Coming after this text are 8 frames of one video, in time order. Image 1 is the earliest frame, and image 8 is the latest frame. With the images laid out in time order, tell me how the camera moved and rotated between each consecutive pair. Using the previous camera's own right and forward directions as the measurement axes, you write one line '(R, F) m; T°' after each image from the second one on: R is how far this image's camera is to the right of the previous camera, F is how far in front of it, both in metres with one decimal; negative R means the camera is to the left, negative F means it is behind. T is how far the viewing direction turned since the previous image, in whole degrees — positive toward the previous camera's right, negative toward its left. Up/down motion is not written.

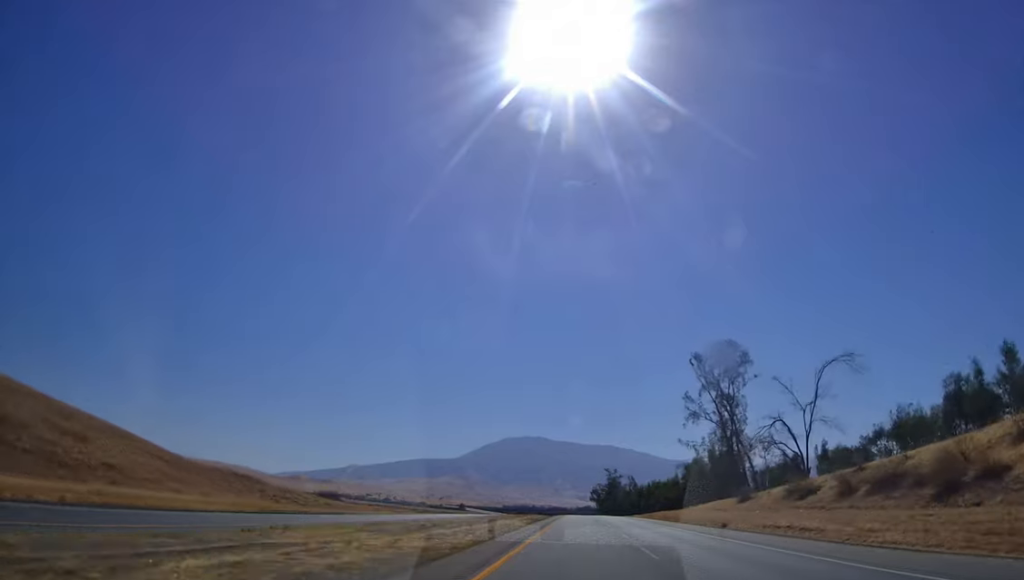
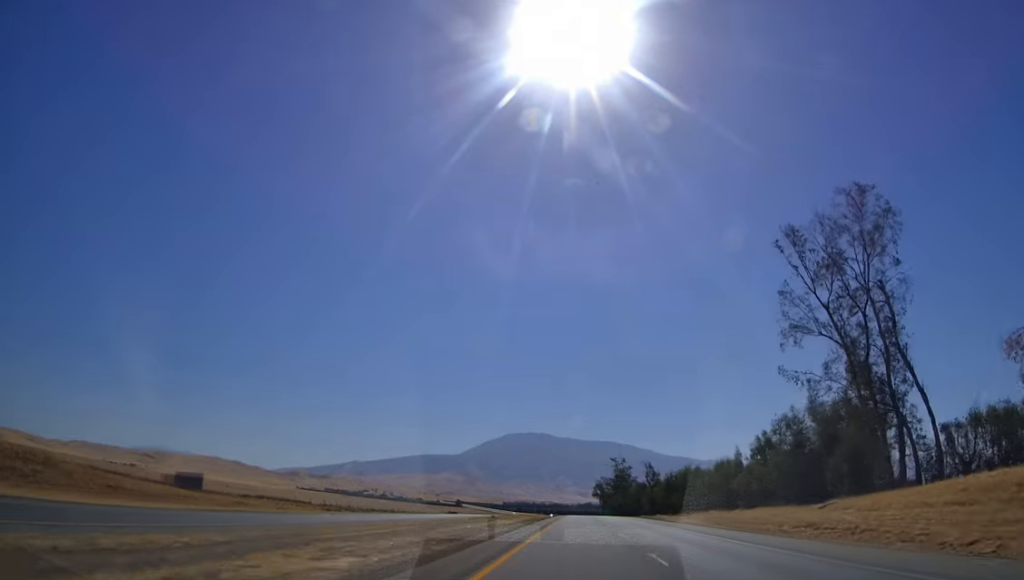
(+0.2, +47.5) m; 0°
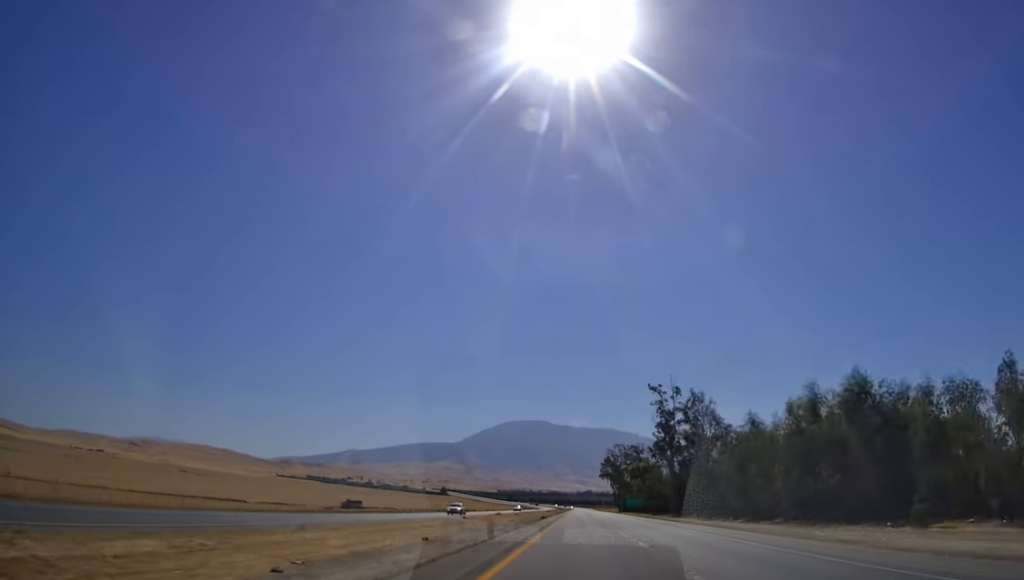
(-1.2, +139.3) m; -1°
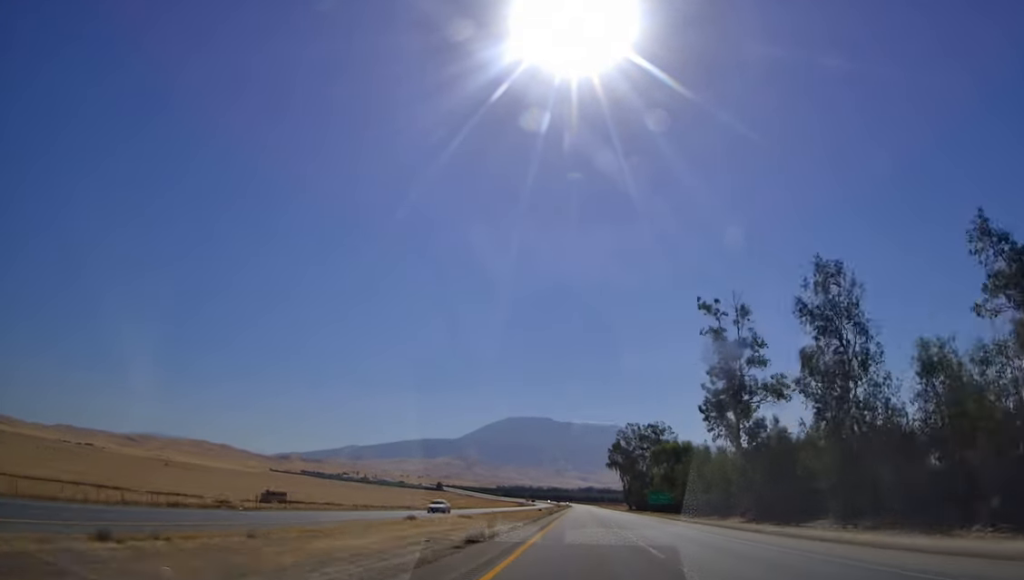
(+0.3, +48.0) m; 0°
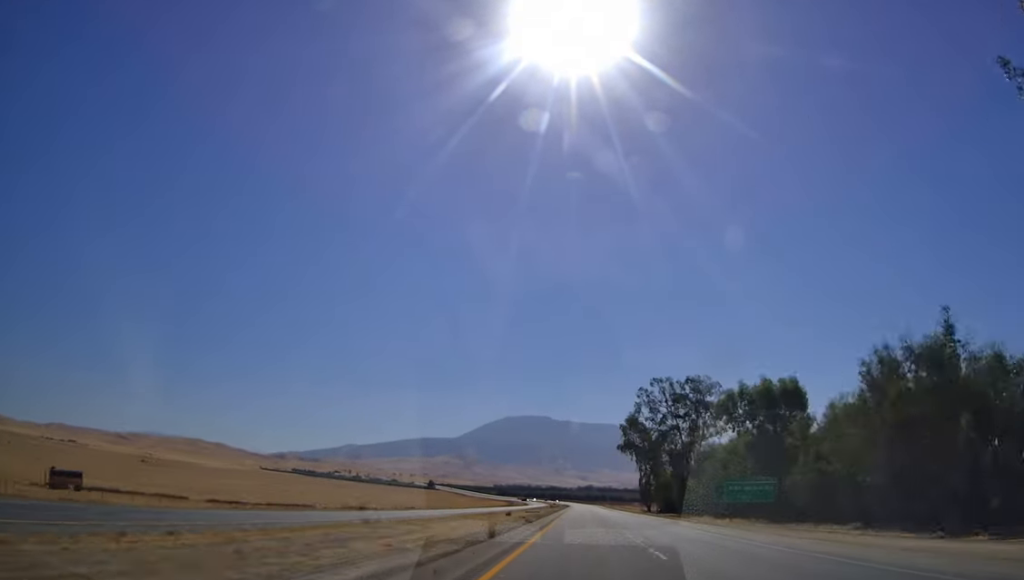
(0.0, +59.0) m; 0°
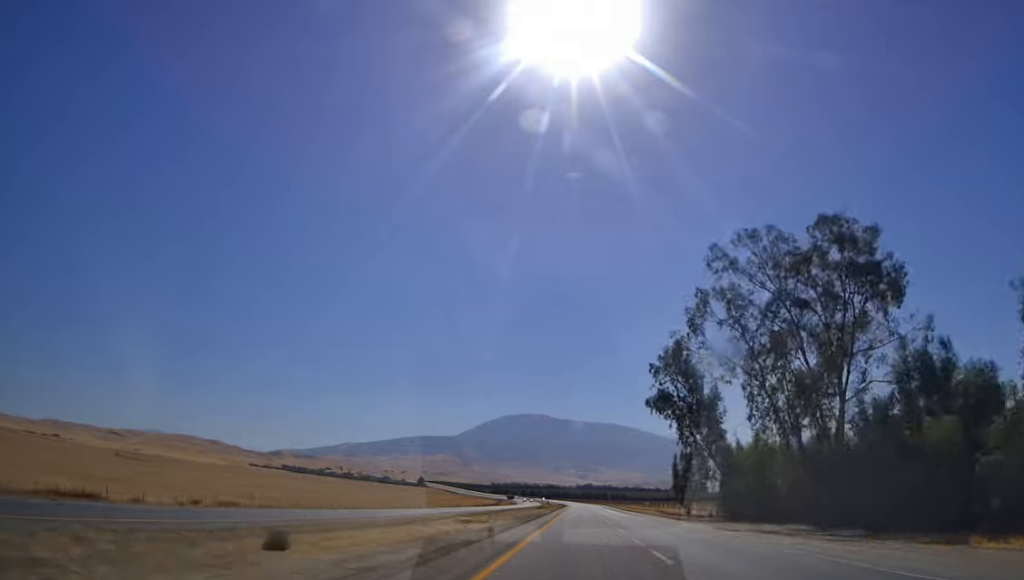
(0.0, +59.4) m; 0°
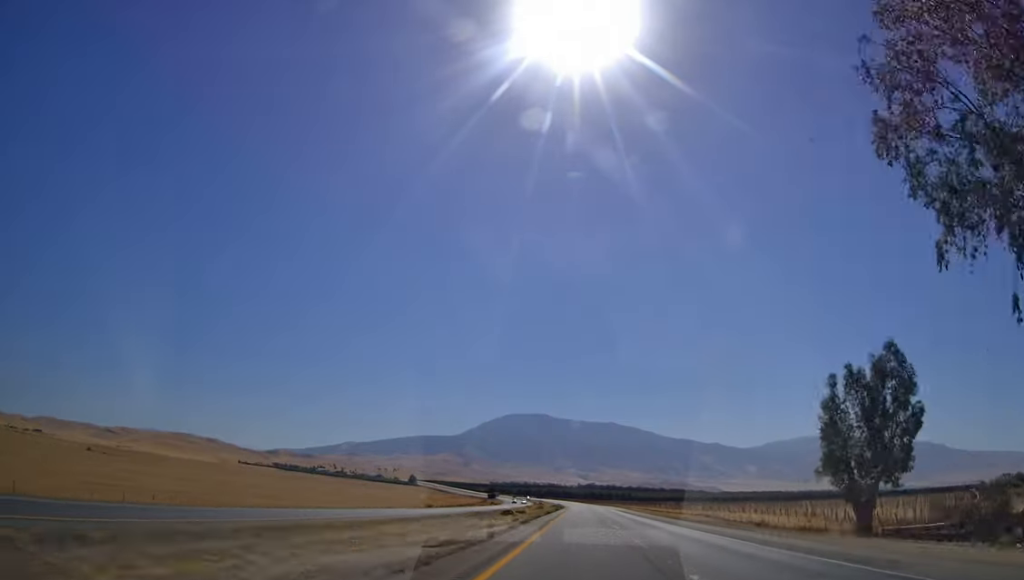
(-0.3, +64.2) m; 0°
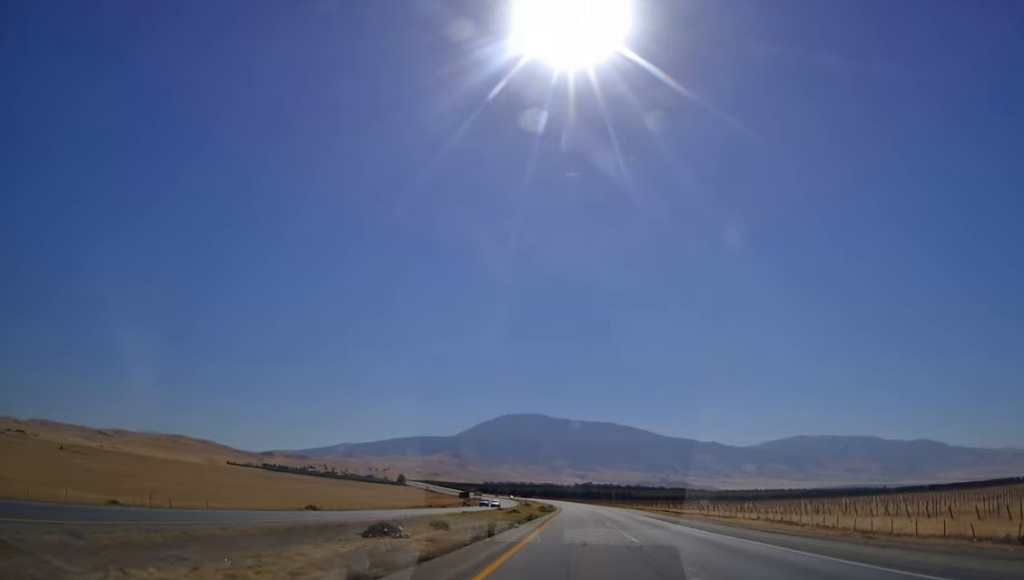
(+0.1, +44.5) m; 0°
